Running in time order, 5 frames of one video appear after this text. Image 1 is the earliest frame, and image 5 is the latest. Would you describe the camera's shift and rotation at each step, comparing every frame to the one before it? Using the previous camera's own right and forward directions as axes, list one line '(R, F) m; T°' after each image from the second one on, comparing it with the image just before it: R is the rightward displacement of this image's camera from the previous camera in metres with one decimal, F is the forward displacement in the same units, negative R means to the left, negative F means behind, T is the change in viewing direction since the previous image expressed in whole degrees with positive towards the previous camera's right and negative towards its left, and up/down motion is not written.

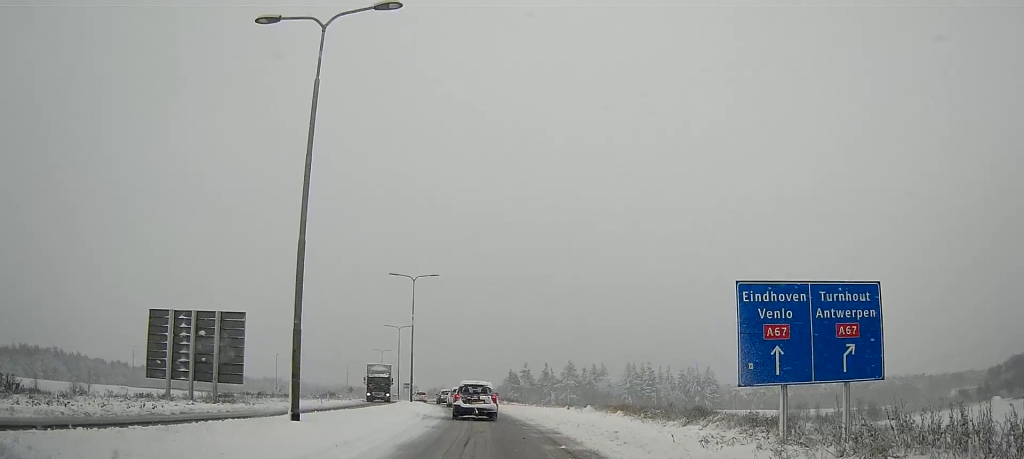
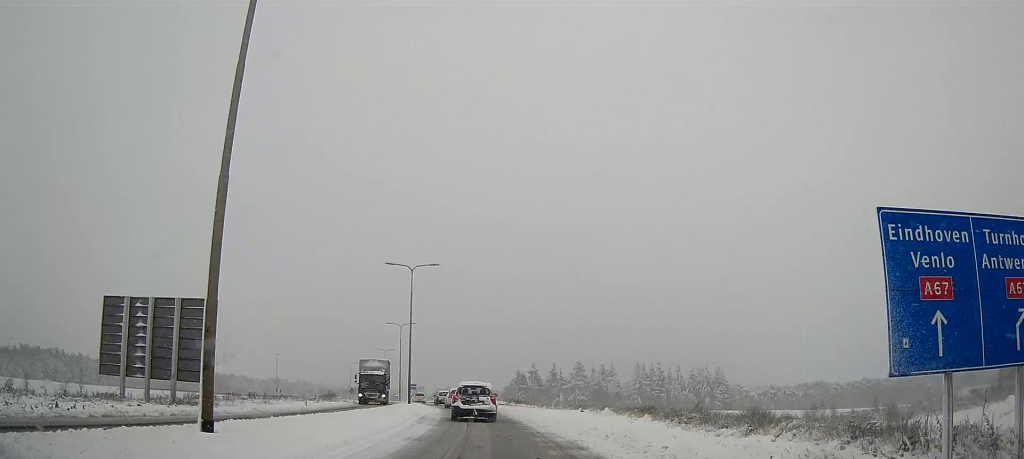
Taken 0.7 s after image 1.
(0.0, +4.7) m; 0°
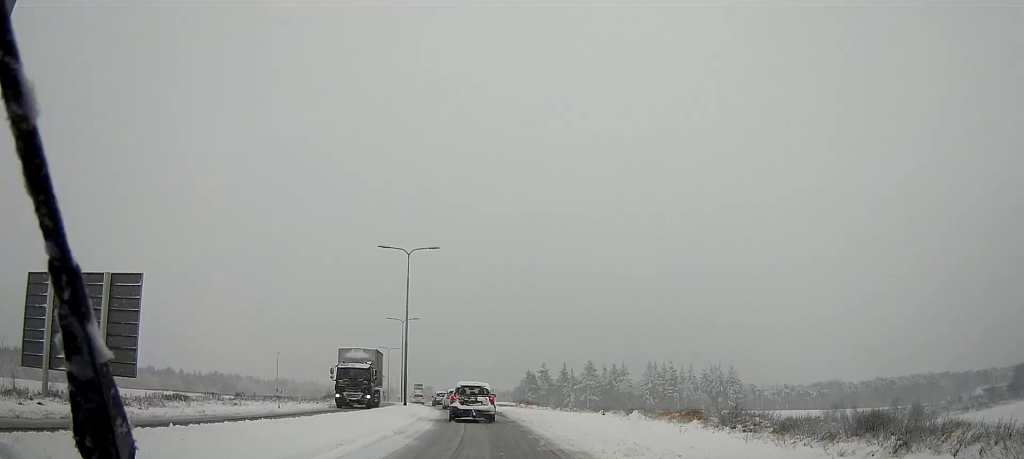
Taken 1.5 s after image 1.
(0.0, +5.9) m; 0°
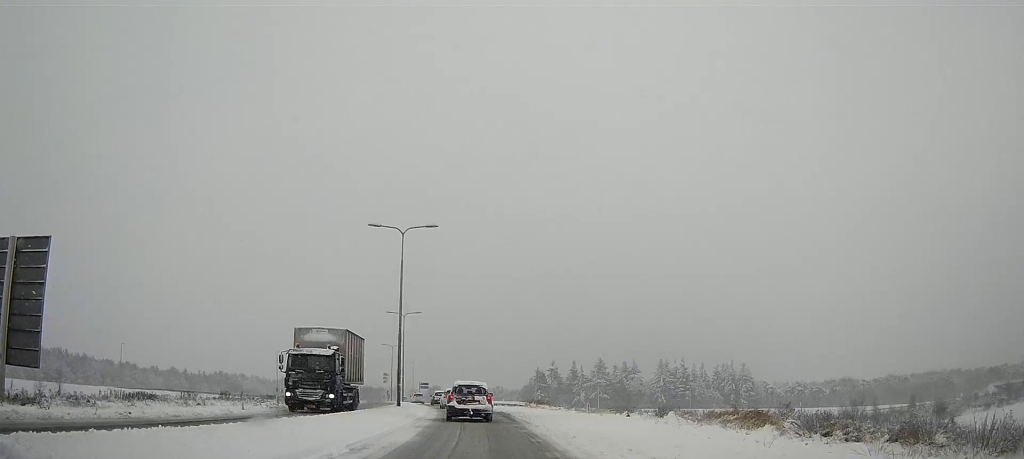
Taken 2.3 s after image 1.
(0.0, +5.4) m; +1°
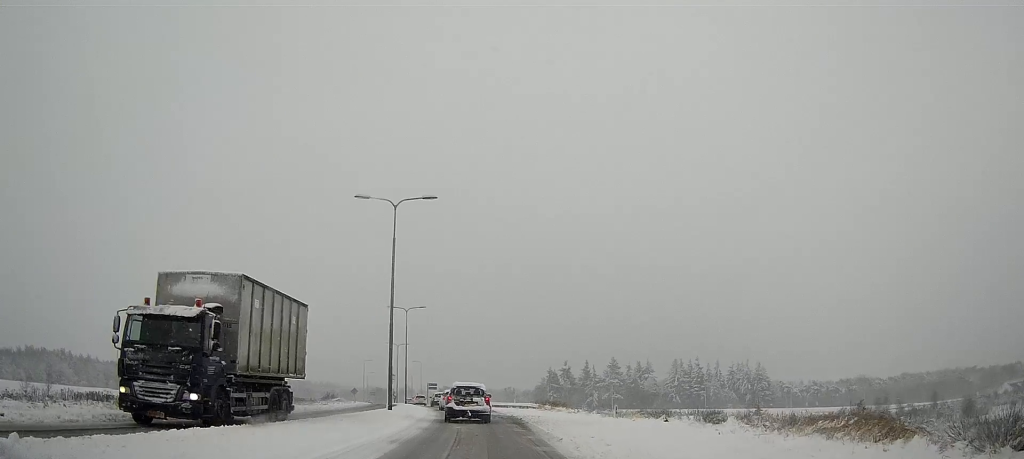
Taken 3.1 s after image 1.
(+0.1, +6.1) m; +1°
